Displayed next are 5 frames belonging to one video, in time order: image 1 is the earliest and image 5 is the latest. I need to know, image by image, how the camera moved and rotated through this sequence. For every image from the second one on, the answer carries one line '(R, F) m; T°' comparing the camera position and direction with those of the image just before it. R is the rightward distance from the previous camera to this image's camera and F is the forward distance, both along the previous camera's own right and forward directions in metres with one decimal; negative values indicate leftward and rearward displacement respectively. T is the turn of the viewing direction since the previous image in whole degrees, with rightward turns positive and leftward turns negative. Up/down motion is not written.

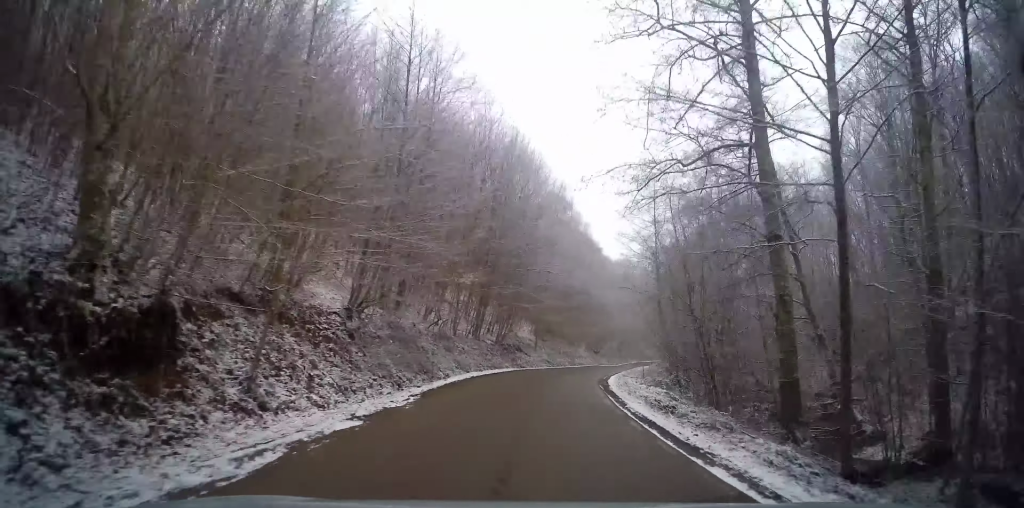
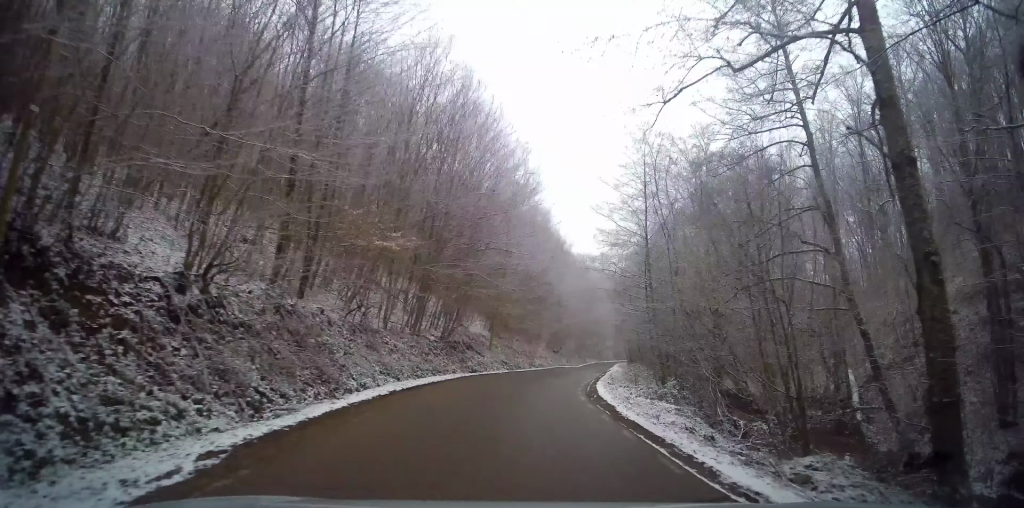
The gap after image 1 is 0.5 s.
(+0.6, +7.3) m; +5°
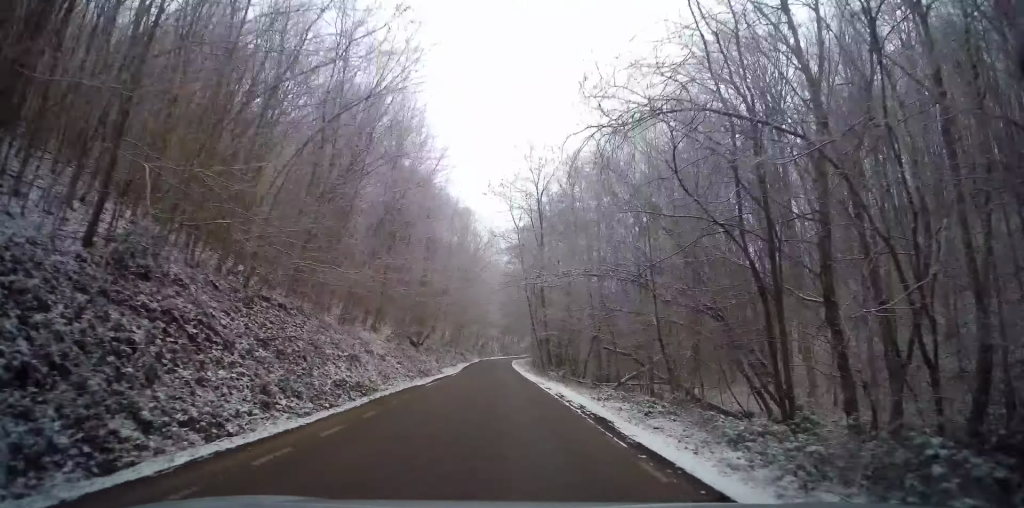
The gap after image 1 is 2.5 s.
(+5.5, +32.2) m; +13°
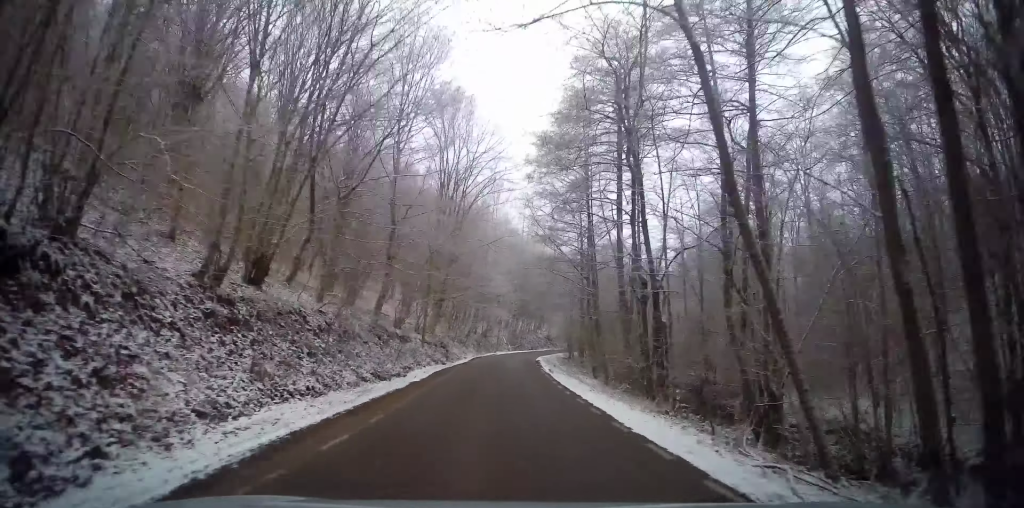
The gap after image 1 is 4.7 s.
(-0.1, +38.1) m; 0°
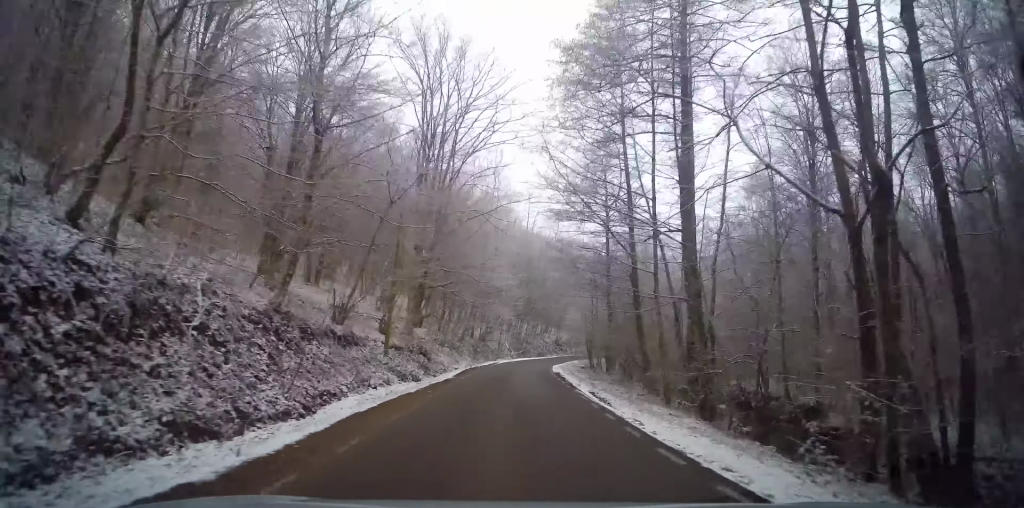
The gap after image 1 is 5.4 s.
(0.0, +12.3) m; +1°
